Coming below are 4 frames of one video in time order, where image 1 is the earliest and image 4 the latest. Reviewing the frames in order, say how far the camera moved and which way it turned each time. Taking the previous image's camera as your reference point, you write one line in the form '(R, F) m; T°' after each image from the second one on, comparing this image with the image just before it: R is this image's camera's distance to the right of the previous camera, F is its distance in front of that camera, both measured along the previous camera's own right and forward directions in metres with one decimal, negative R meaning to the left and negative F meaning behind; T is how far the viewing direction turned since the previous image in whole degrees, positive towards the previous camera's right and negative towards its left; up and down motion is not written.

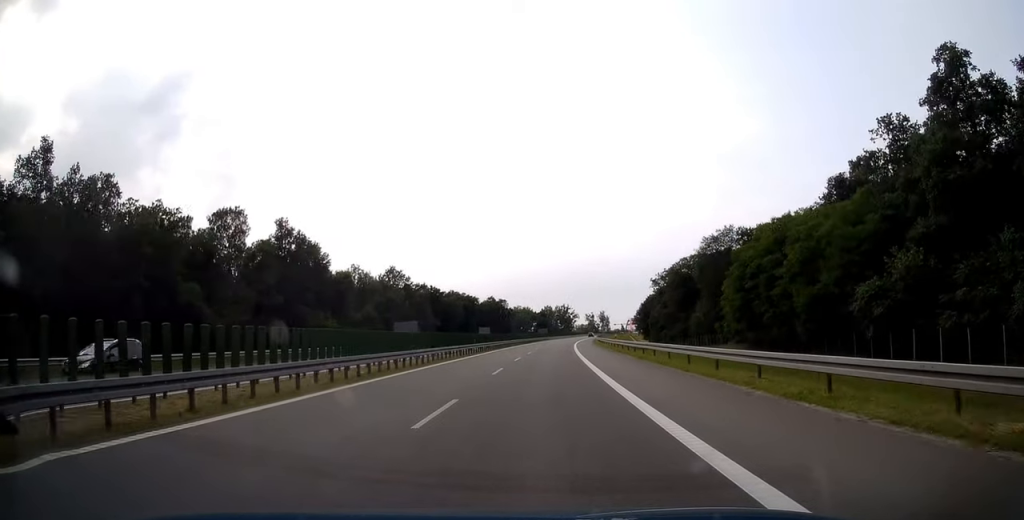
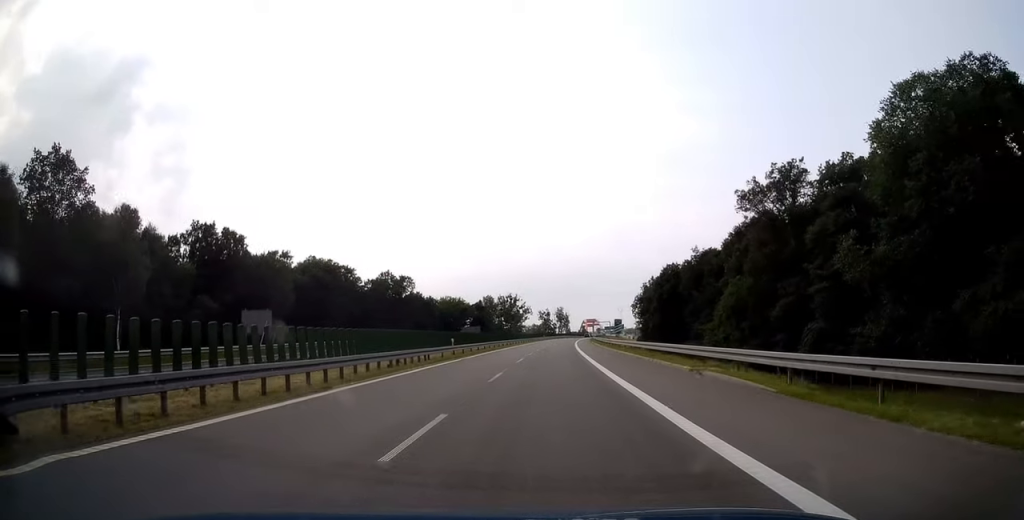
(+4.2, +109.5) m; +4°
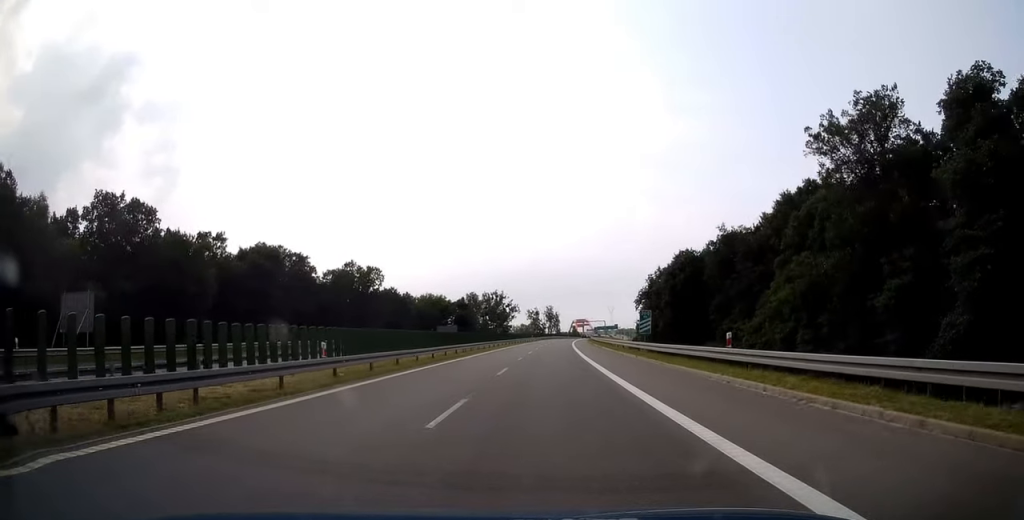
(+0.4, +21.6) m; +1°
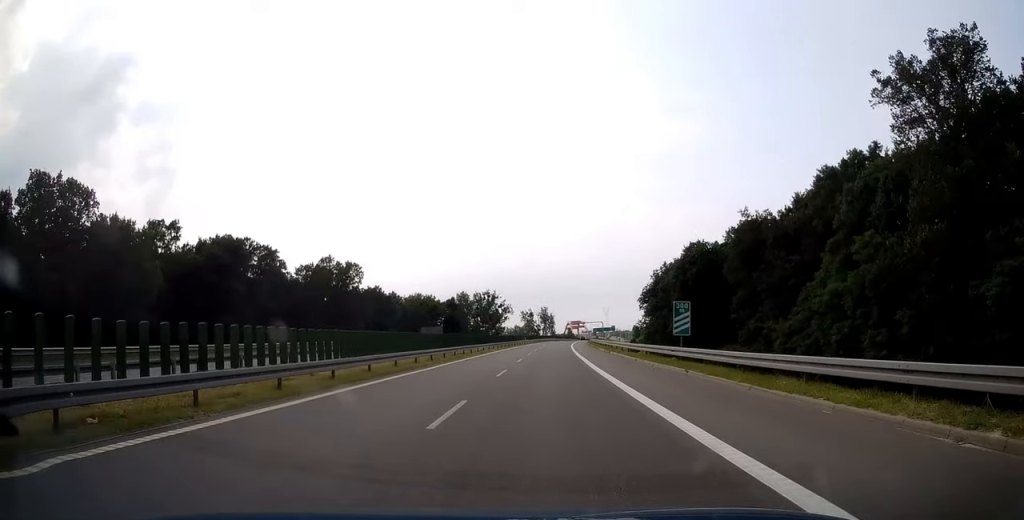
(+0.1, +11.8) m; +1°
